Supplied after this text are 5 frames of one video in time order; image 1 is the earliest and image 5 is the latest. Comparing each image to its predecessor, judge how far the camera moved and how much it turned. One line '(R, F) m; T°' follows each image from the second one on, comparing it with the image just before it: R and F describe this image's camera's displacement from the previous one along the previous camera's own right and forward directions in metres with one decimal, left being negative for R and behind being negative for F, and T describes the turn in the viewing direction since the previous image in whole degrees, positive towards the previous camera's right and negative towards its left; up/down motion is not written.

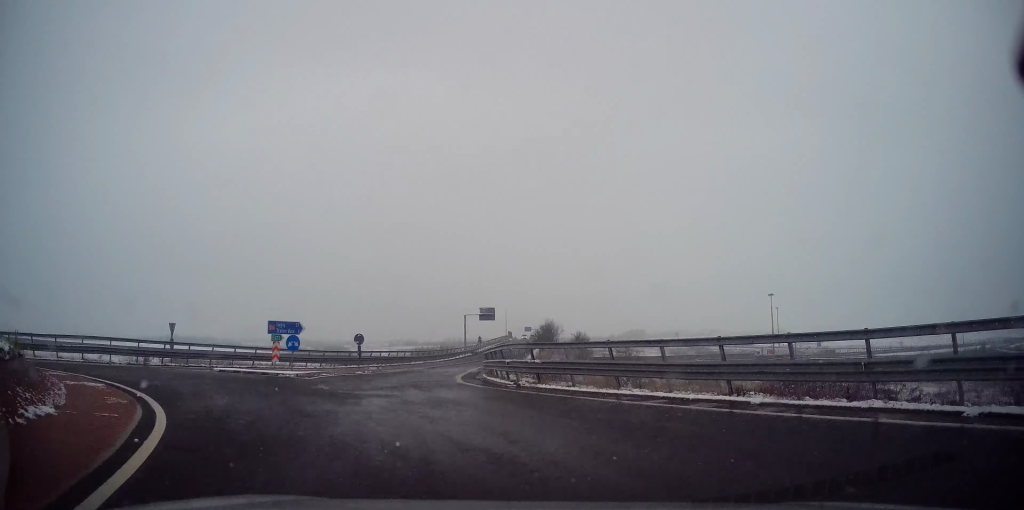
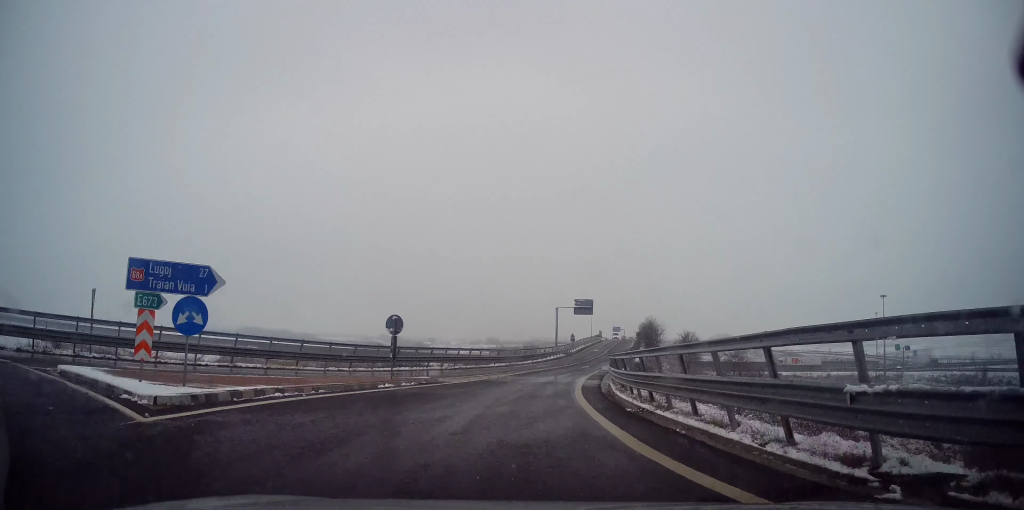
(-2.5, +17.0) m; -7°
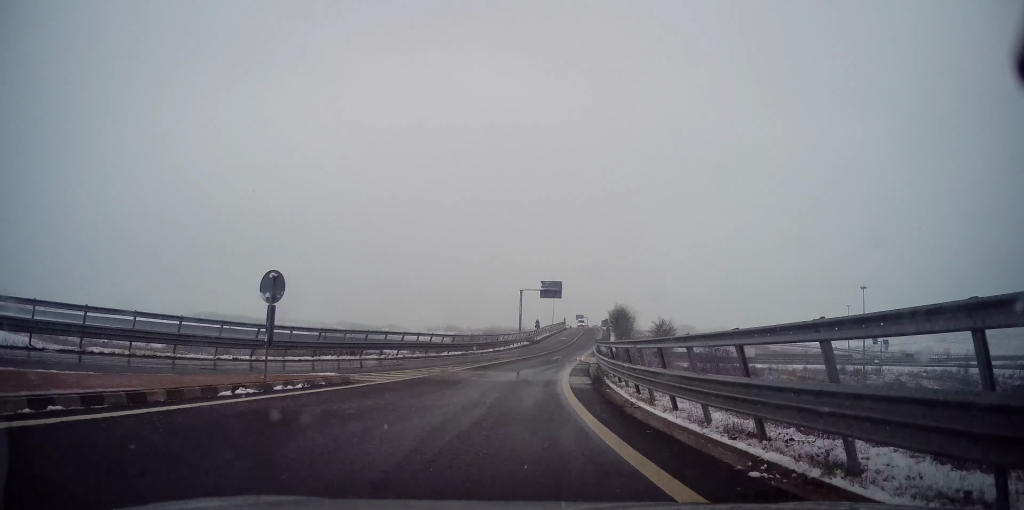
(+0.1, +8.5) m; +2°
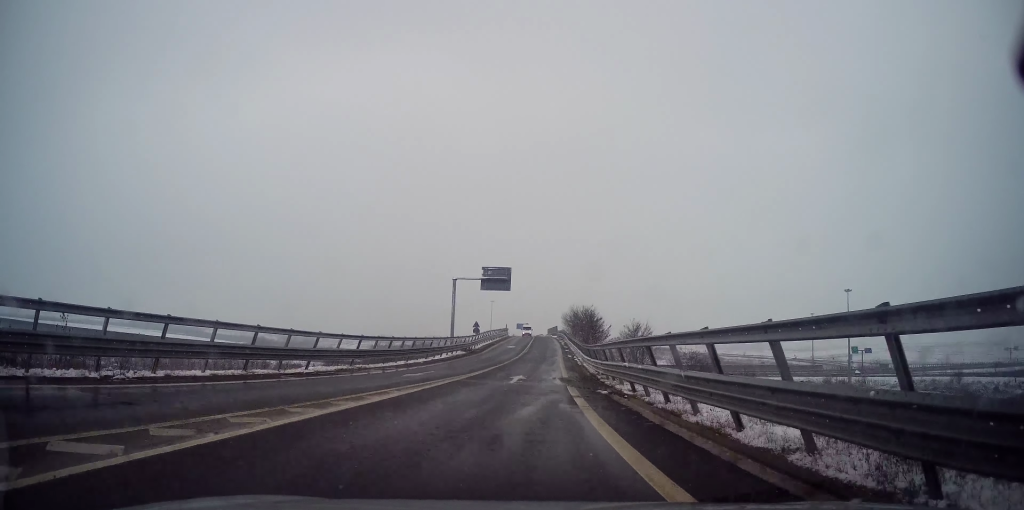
(+1.1, +21.1) m; +6°
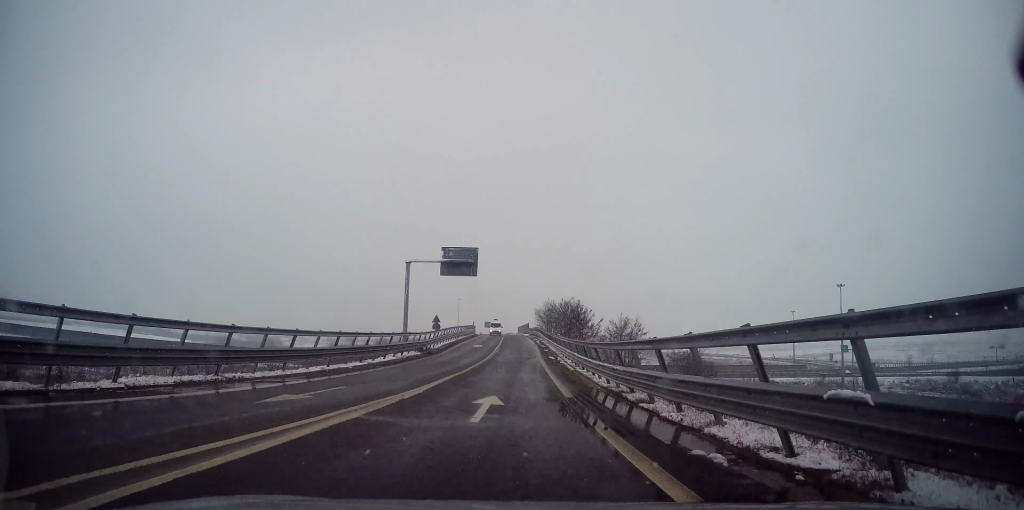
(+0.4, +10.4) m; +3°
